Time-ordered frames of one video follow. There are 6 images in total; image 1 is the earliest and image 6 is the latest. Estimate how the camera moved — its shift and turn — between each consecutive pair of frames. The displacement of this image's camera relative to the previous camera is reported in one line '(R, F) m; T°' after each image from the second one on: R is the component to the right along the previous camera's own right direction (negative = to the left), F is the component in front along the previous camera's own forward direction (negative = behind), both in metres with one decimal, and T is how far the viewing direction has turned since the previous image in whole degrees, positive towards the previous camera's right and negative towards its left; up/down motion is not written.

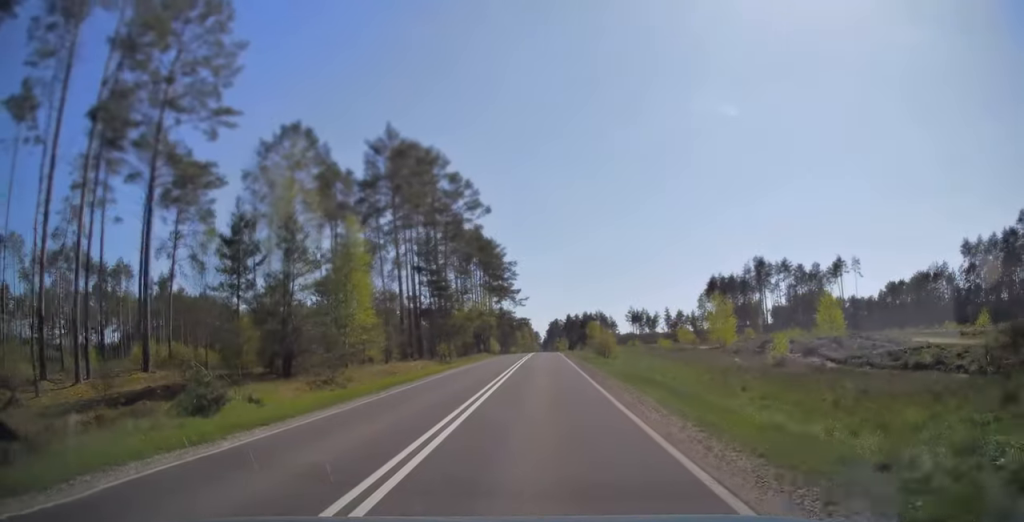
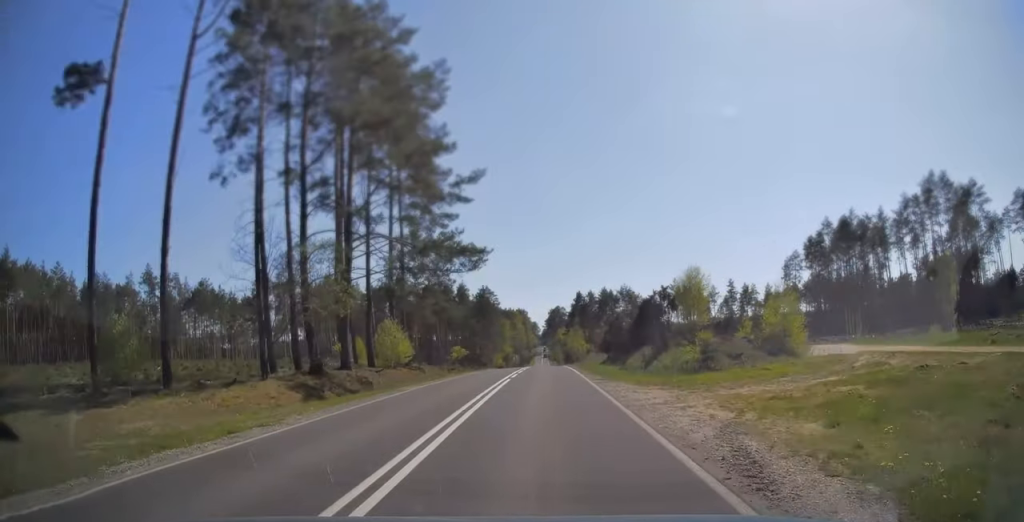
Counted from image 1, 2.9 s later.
(0.0, +79.8) m; 0°
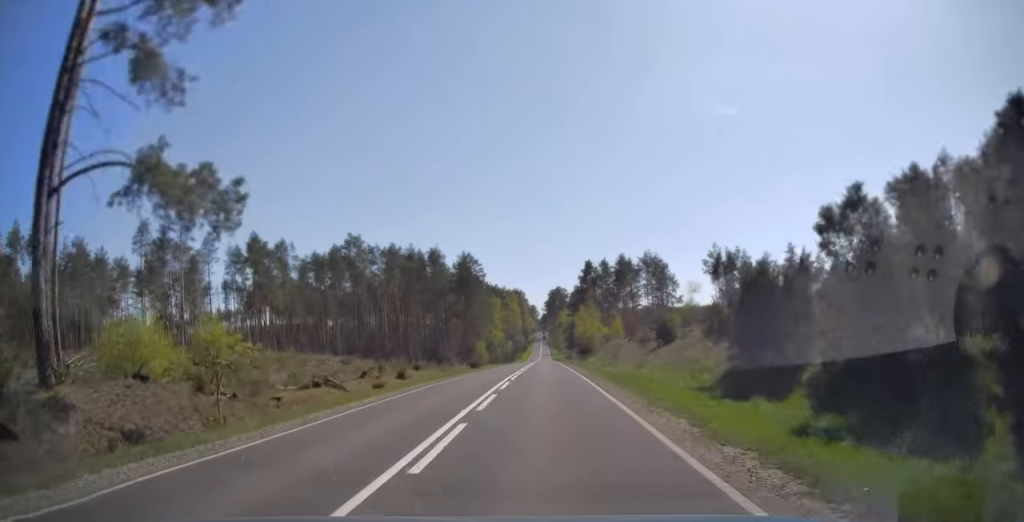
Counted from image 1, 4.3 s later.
(0.0, +37.6) m; 0°
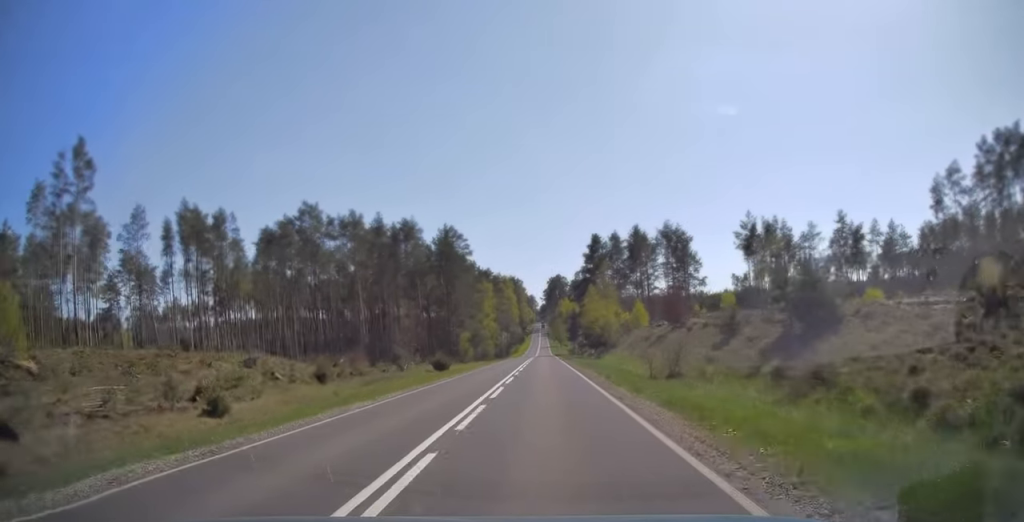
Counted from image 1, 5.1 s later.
(0.0, +21.2) m; 0°
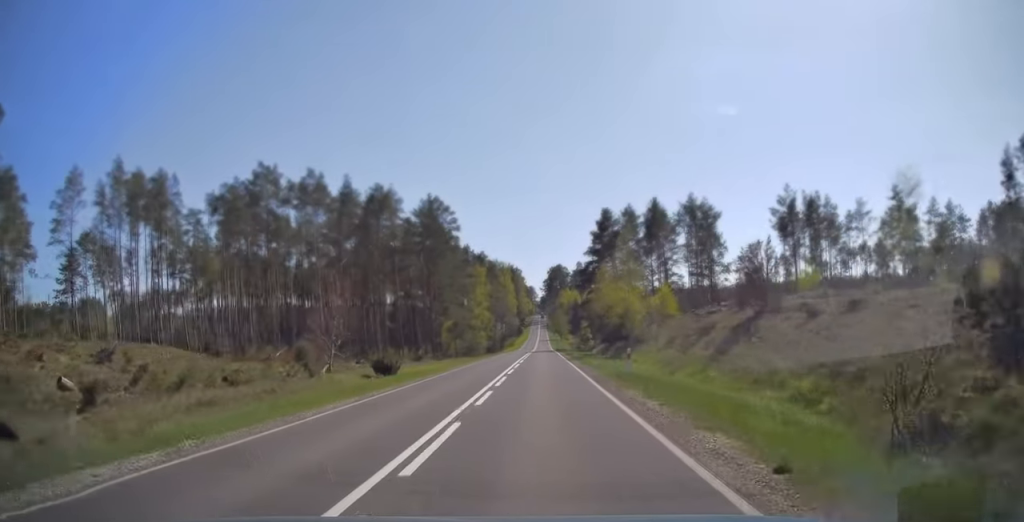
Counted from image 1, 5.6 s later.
(0.0, +15.7) m; 0°
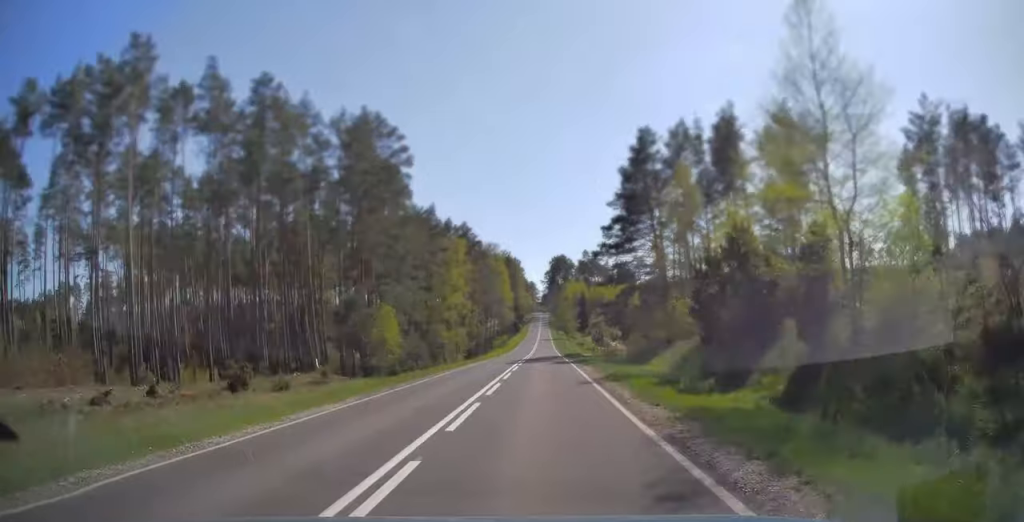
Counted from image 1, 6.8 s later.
(0.0, +33.4) m; 0°
